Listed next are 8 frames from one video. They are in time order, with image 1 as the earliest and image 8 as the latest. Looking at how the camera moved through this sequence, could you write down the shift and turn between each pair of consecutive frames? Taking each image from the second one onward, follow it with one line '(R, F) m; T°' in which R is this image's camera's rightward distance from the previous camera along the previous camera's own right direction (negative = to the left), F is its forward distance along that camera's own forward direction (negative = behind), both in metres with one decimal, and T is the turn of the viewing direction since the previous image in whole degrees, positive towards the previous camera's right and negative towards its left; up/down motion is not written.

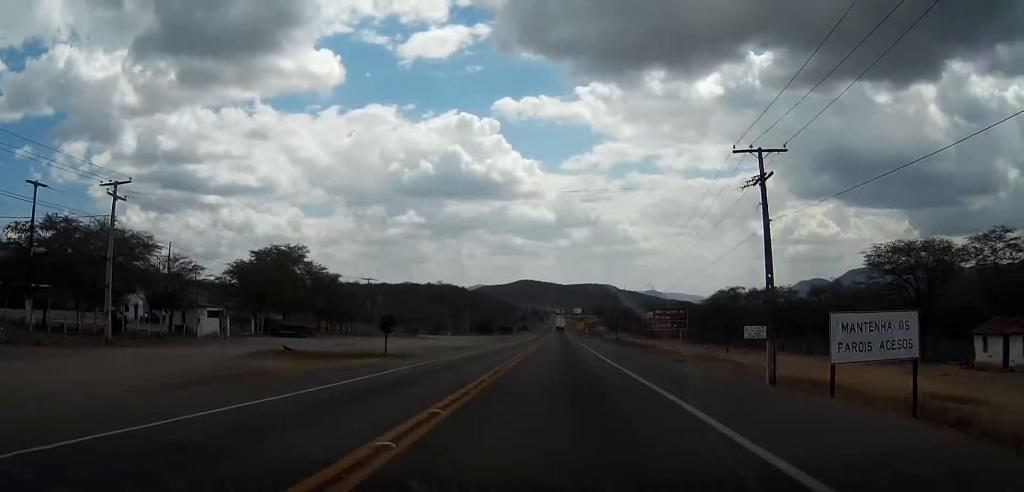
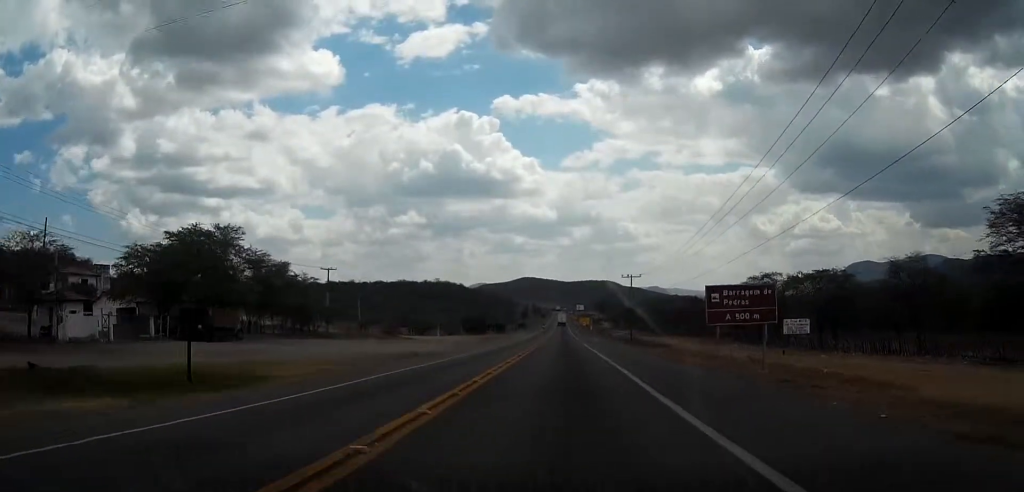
(+0.1, +21.8) m; 0°
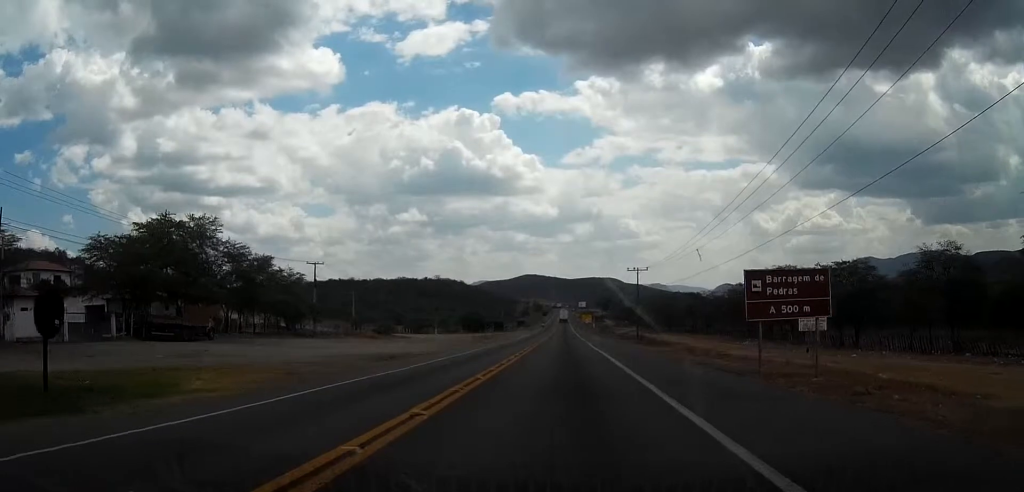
(0.0, +6.2) m; 0°
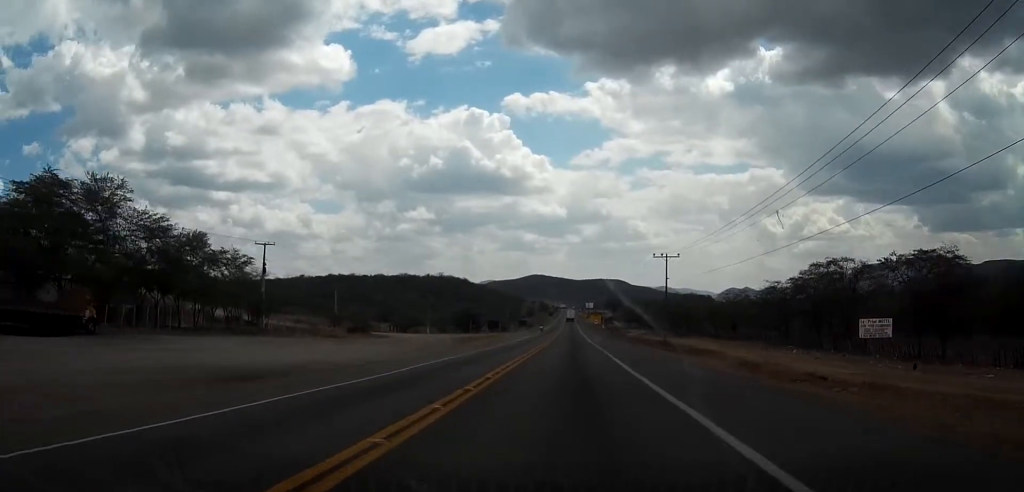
(-0.2, +19.1) m; 0°
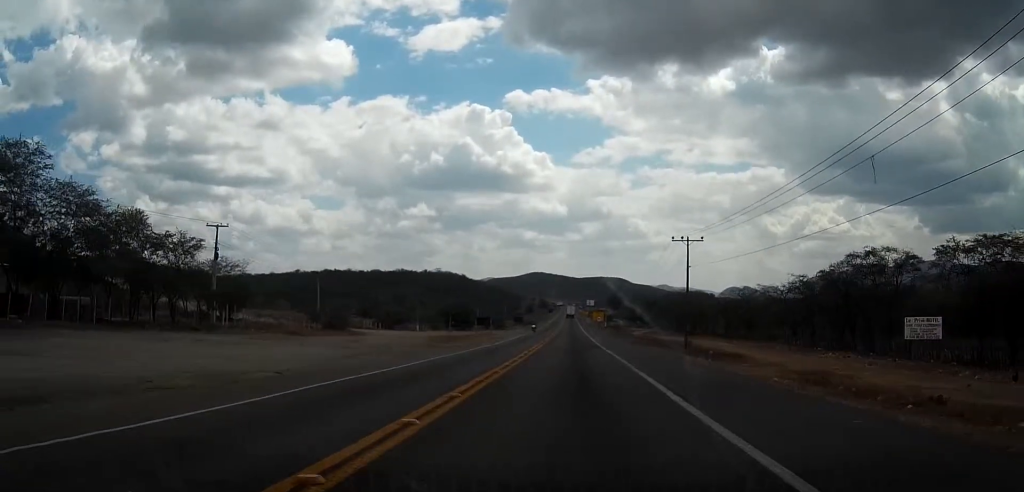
(+0.1, +11.6) m; 0°
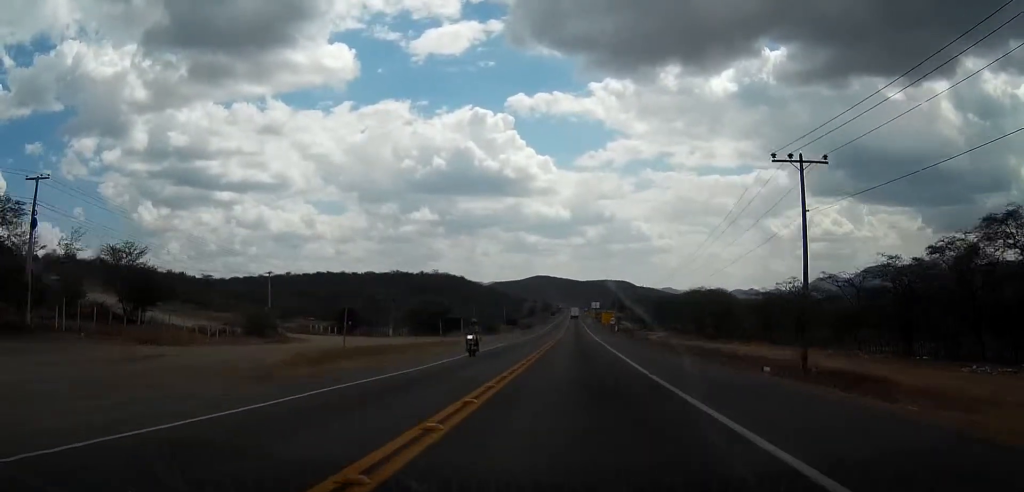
(-0.2, +27.3) m; 0°
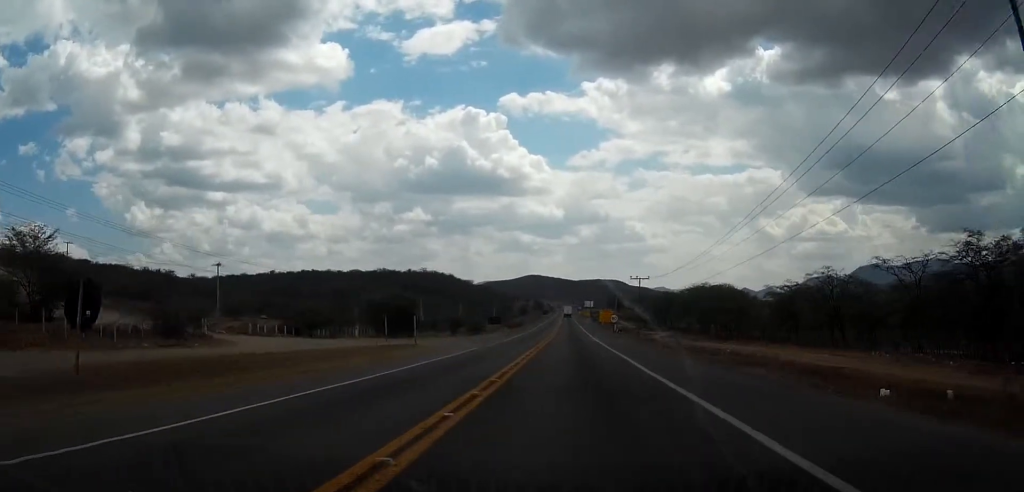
(+0.2, +16.6) m; +1°
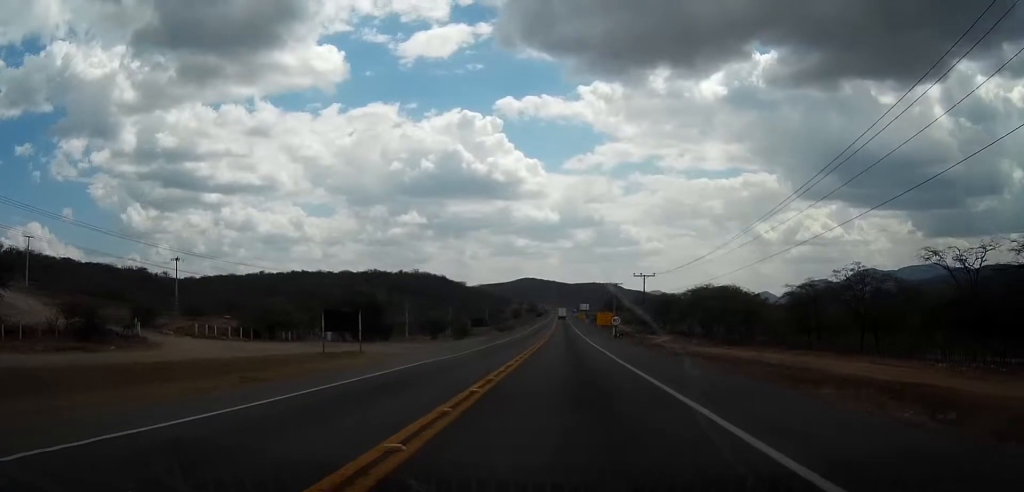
(0.0, +11.1) m; 0°
